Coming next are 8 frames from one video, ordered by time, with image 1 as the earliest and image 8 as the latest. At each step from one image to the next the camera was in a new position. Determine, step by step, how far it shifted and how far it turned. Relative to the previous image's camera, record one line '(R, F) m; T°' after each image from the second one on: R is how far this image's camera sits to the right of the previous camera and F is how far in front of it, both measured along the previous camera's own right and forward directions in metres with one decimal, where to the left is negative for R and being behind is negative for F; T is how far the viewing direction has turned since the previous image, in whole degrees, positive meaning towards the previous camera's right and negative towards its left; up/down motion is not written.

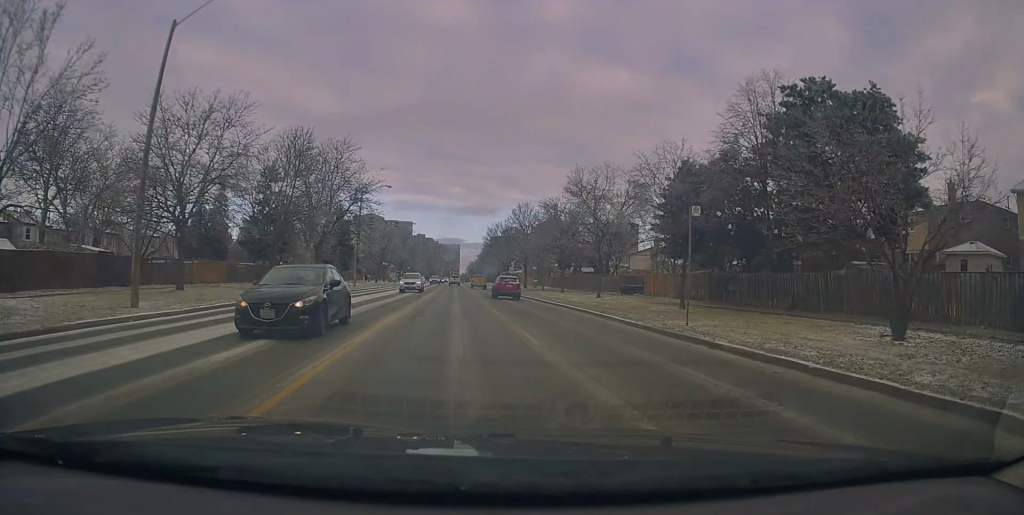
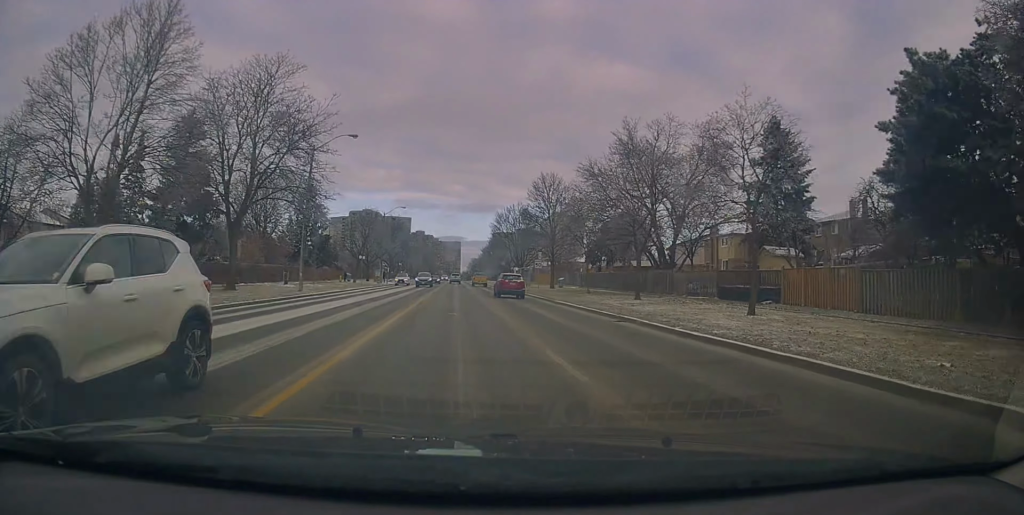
(-0.2, +22.8) m; 0°
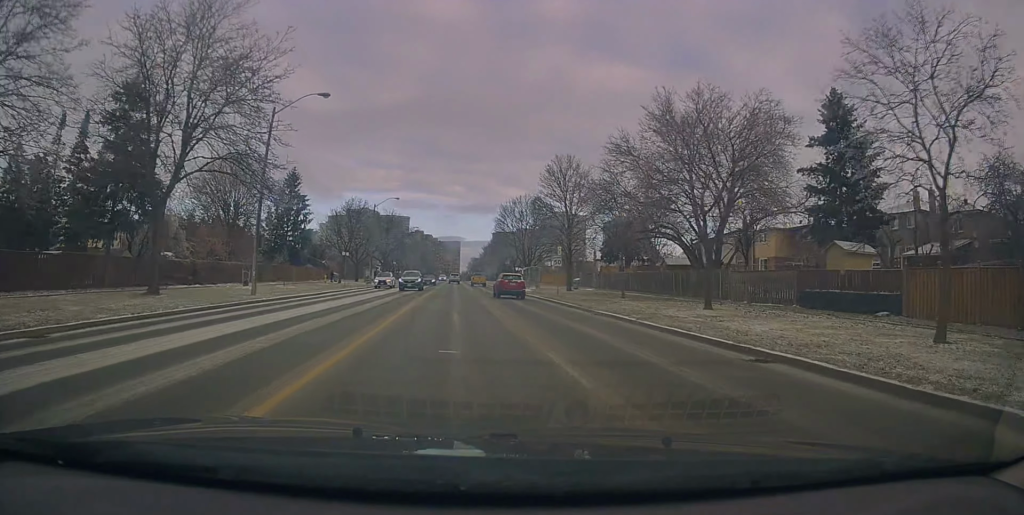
(+0.4, +9.6) m; +1°
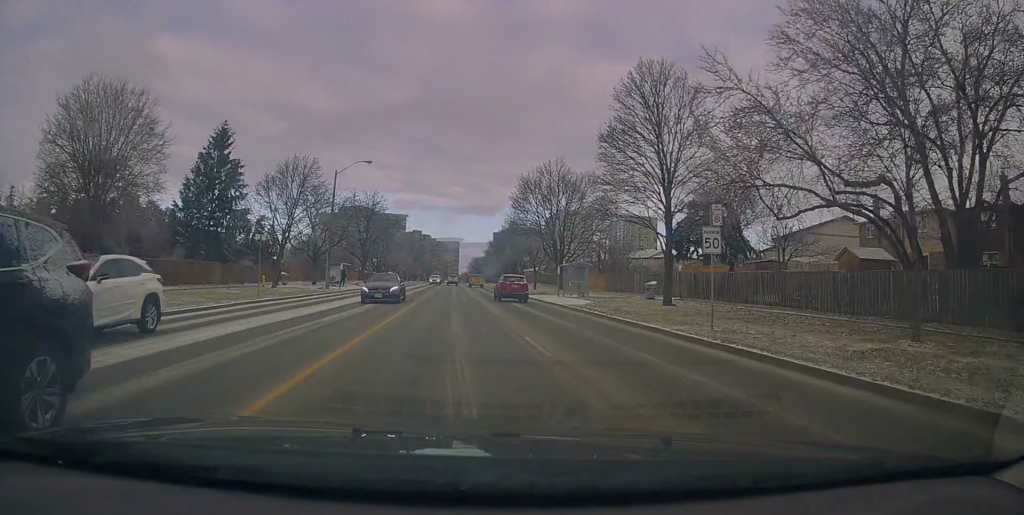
(-0.3, +25.0) m; -2°
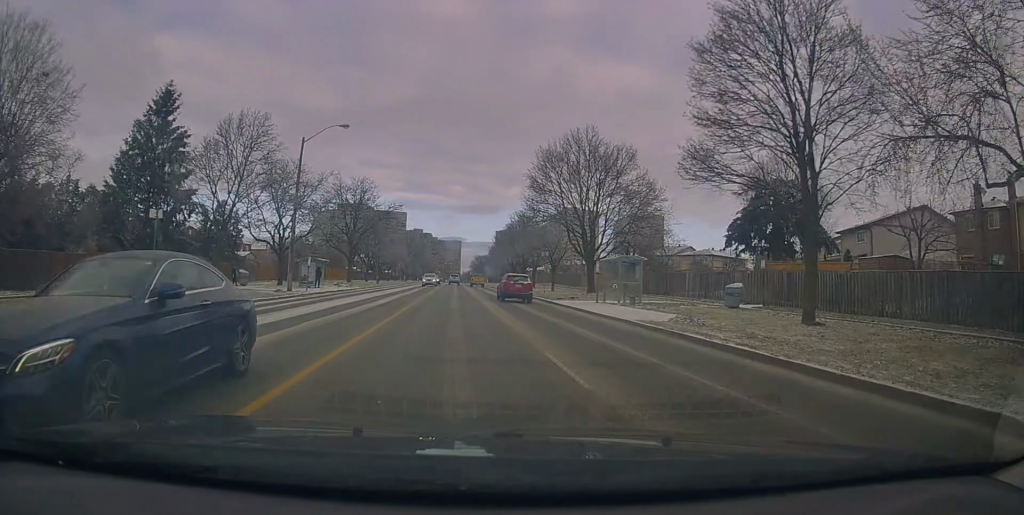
(0.0, +12.1) m; -1°
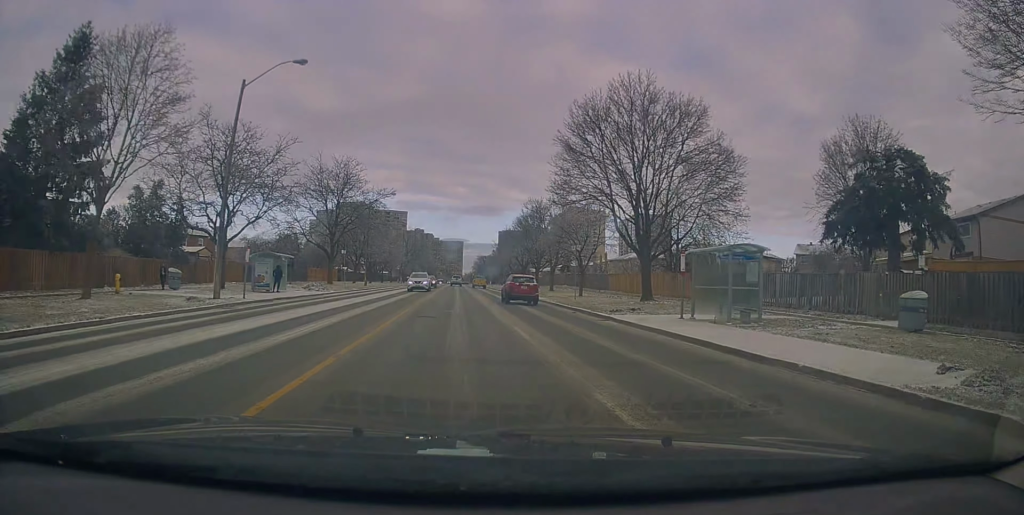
(-0.5, +12.6) m; +1°
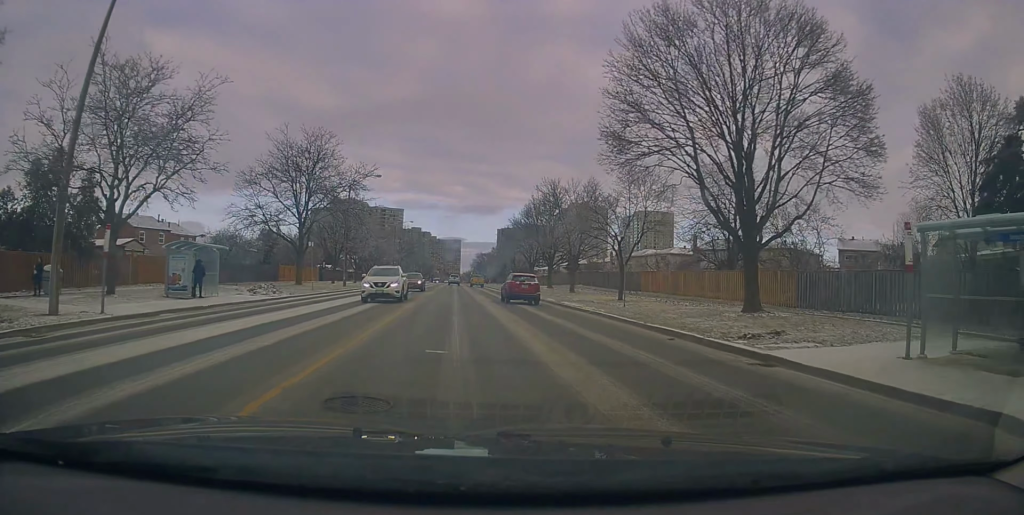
(+0.7, +12.1) m; +2°
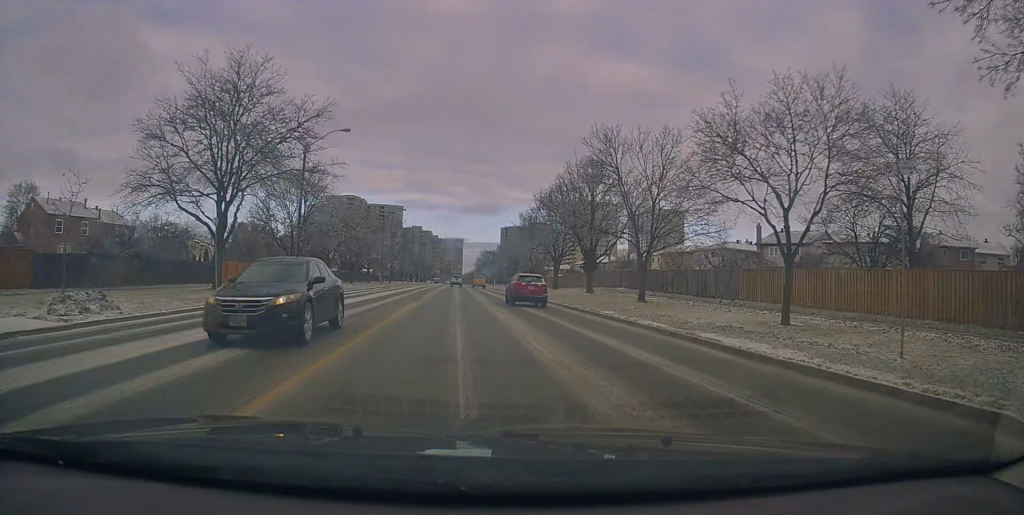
(-0.1, +18.4) m; -1°
